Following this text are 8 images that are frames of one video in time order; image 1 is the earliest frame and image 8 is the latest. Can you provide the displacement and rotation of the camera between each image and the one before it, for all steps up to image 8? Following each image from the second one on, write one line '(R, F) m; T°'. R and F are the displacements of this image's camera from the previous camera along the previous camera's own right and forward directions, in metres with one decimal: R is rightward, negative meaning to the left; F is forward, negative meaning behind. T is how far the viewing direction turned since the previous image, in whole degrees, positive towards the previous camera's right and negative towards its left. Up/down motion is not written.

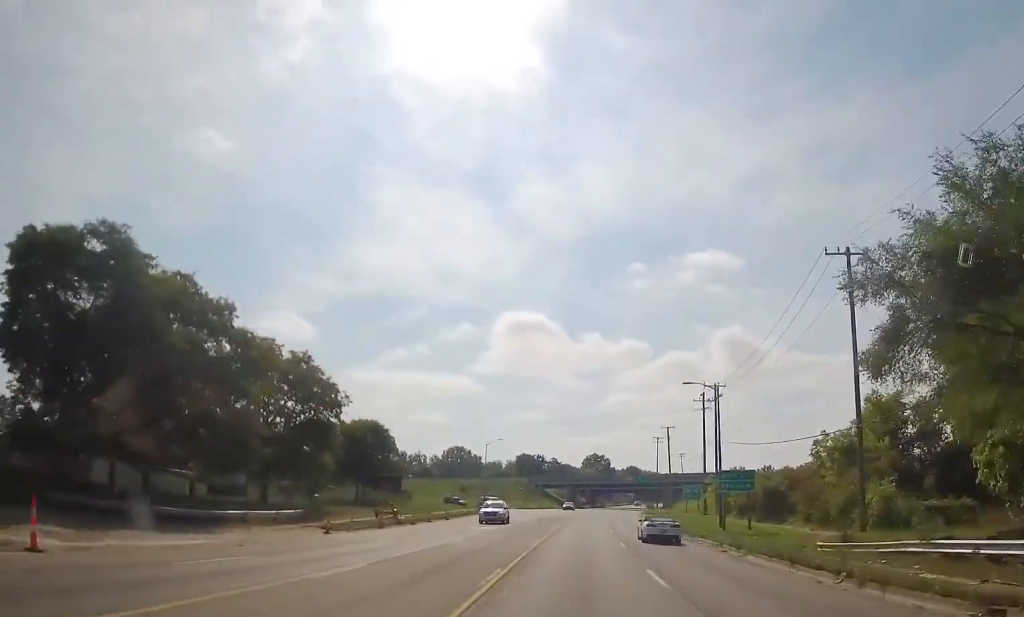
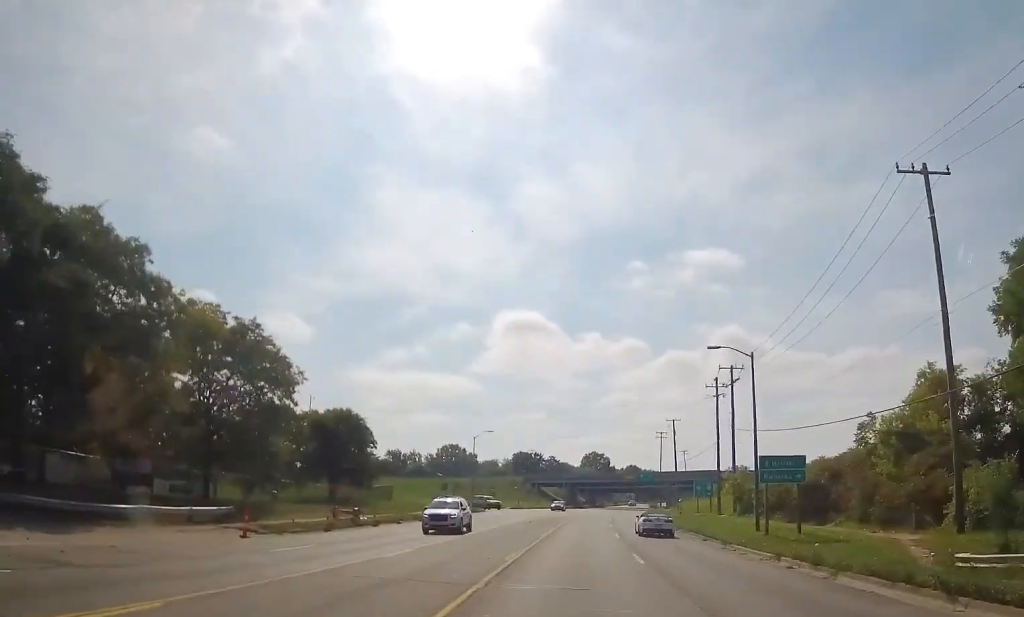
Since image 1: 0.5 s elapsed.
(+0.1, +9.5) m; 0°
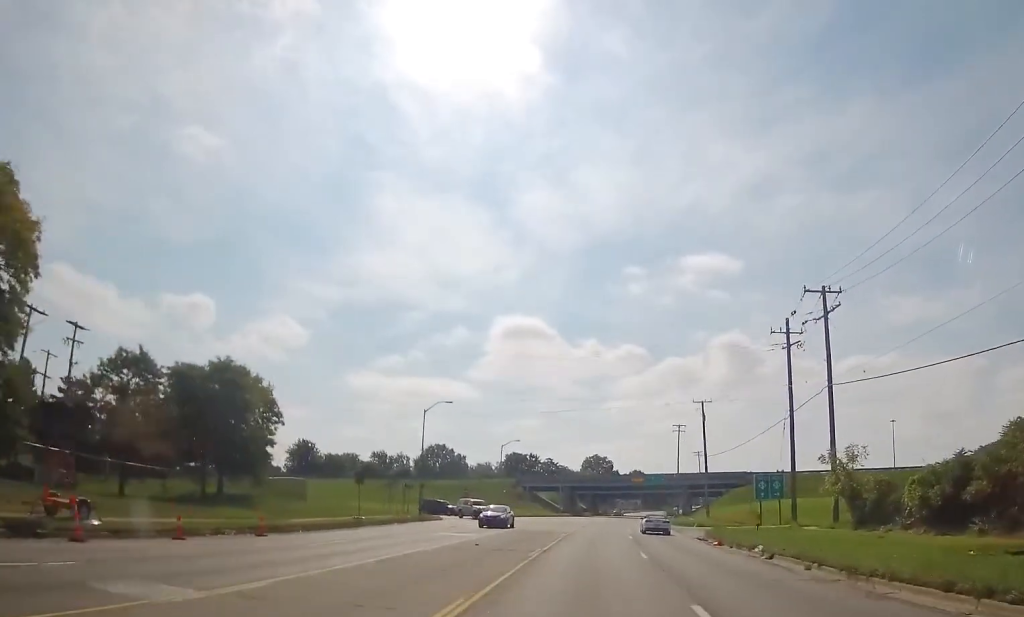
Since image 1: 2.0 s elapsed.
(-0.5, +27.7) m; -1°
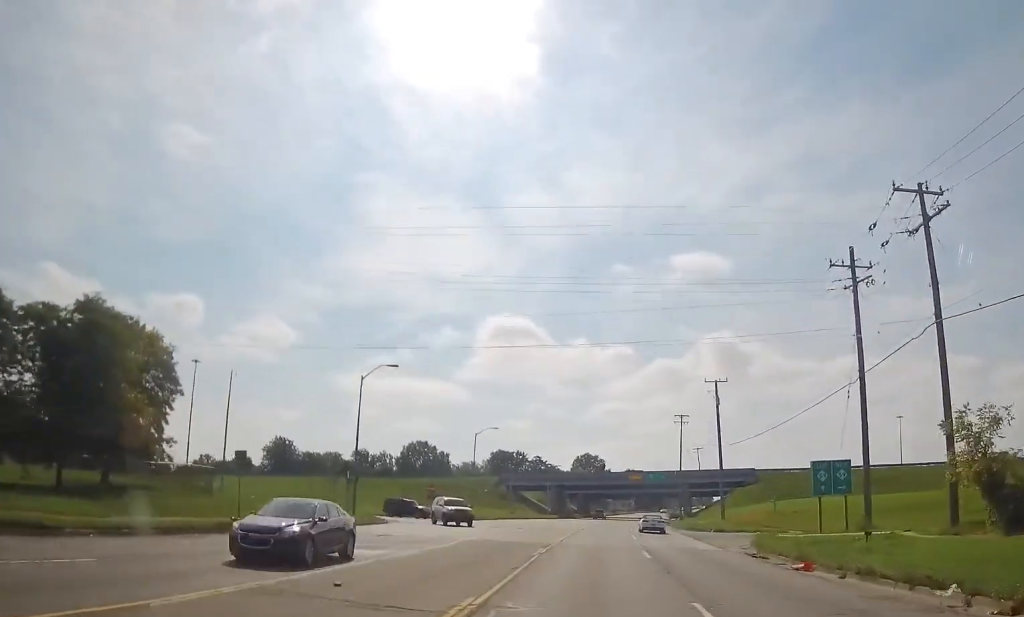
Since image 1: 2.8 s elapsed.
(-0.1, +14.8) m; 0°
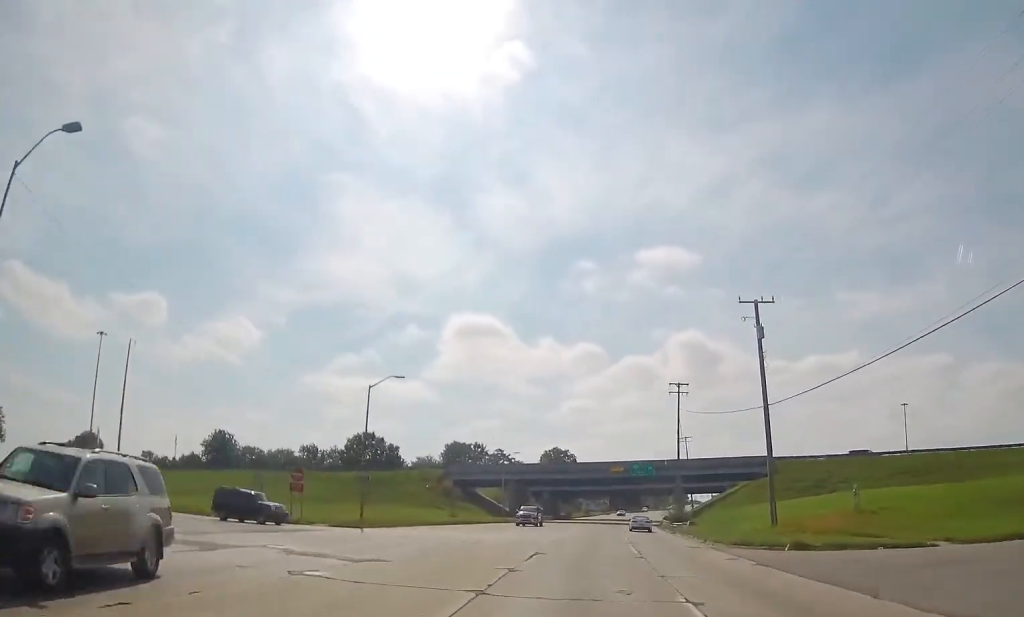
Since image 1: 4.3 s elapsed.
(0.0, +29.0) m; 0°
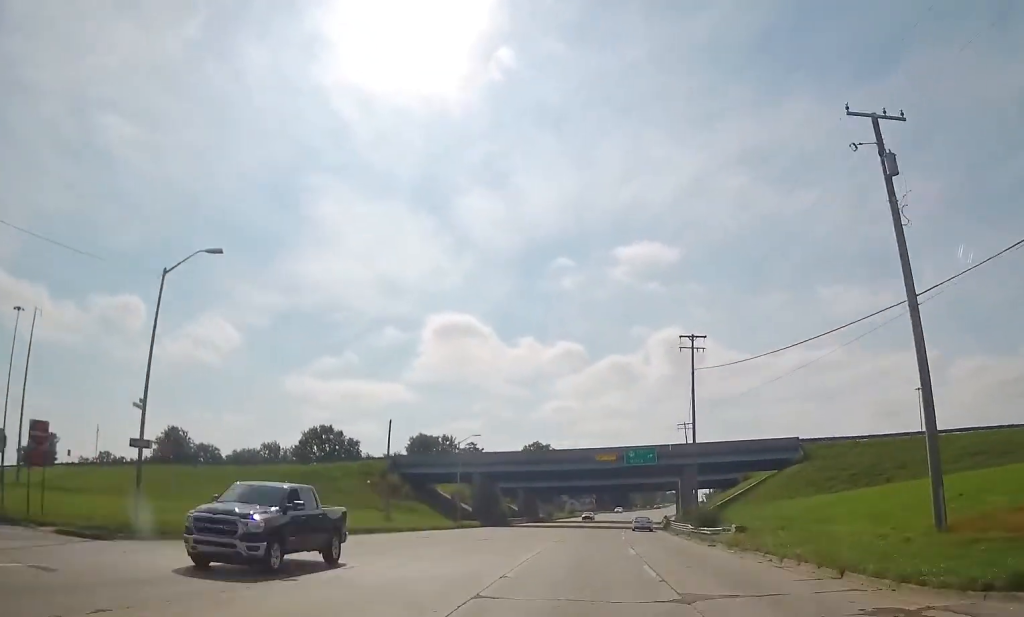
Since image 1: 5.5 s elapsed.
(+0.2, +23.4) m; +2°
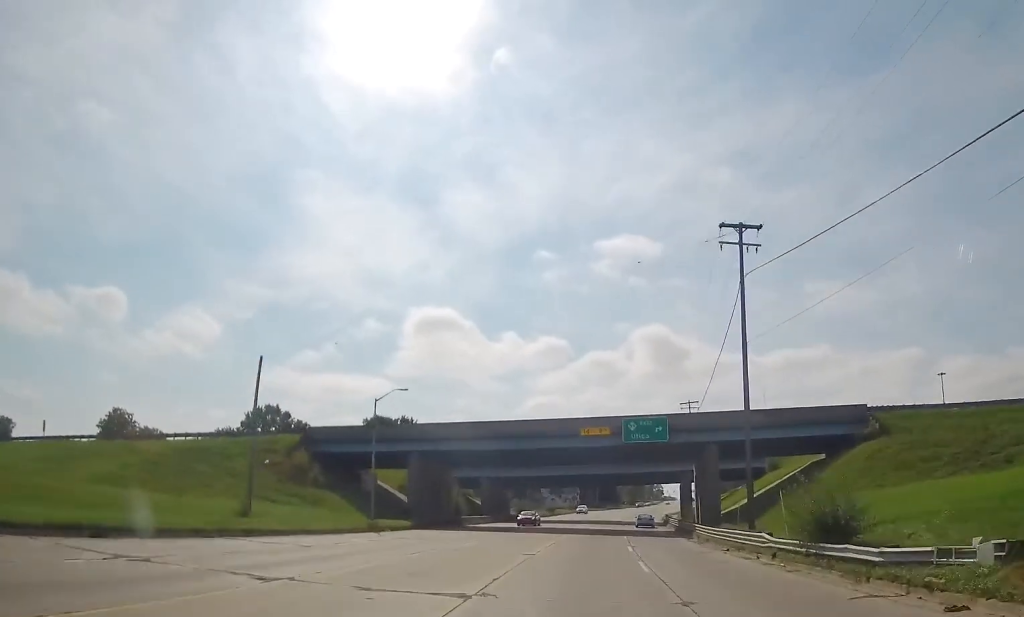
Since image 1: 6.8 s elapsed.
(+0.4, +25.4) m; +1°
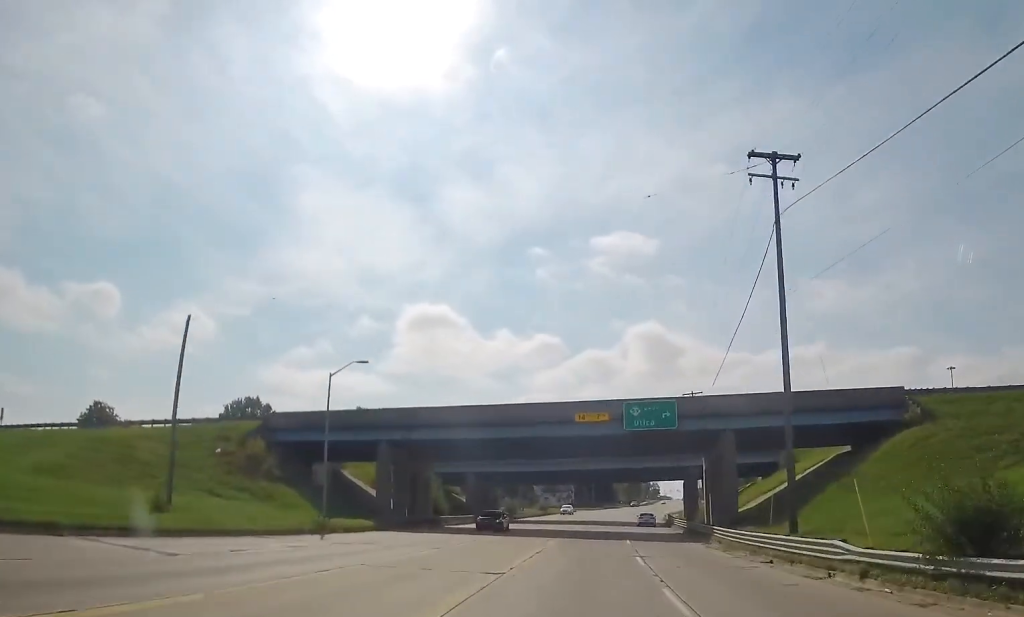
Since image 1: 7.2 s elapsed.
(-0.3, +8.2) m; +1°
